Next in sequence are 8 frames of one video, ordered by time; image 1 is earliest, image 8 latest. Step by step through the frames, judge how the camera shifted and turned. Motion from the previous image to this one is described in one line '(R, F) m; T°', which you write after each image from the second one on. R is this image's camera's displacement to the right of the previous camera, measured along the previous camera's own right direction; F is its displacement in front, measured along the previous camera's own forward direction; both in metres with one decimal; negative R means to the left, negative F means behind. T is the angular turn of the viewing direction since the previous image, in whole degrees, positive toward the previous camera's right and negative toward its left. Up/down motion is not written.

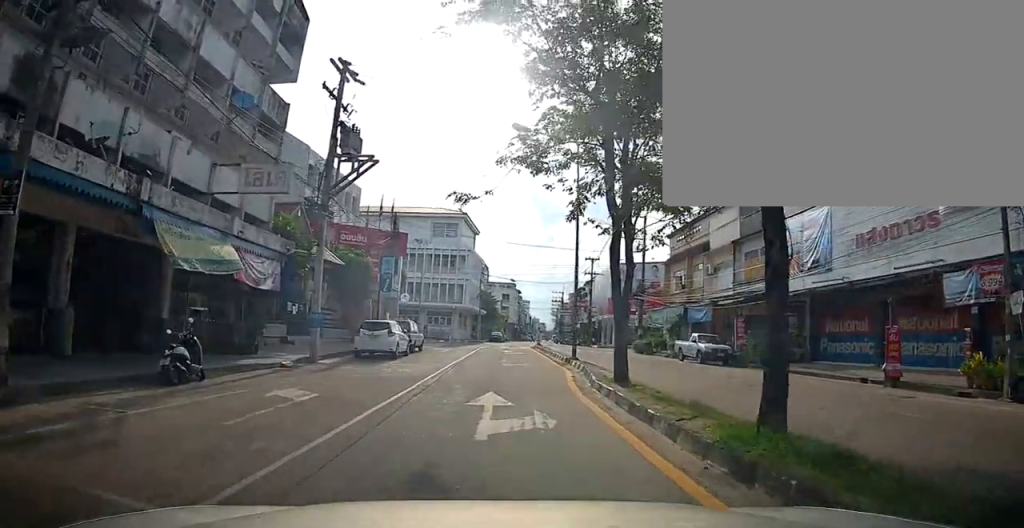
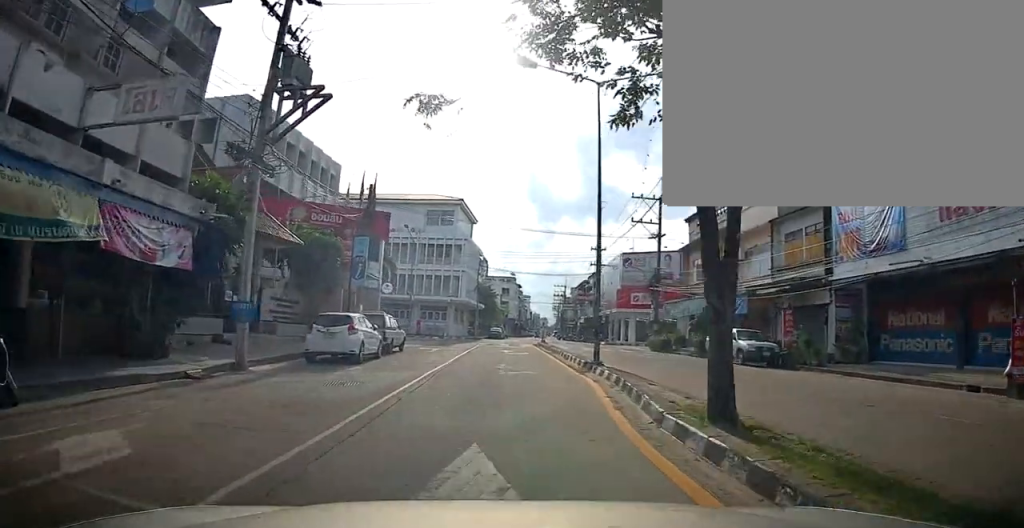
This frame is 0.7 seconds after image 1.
(0.0, +5.5) m; +1°
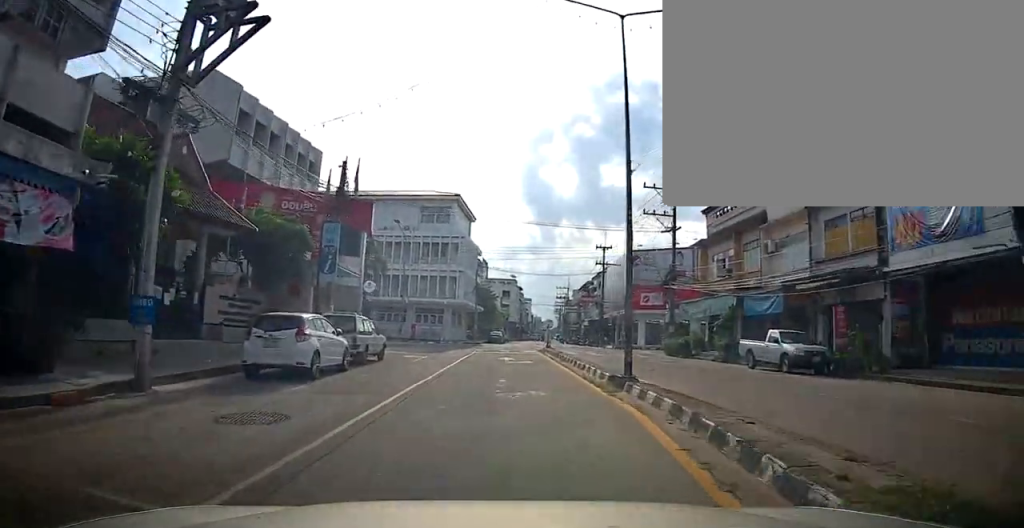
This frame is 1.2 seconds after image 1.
(+0.1, +4.1) m; 0°
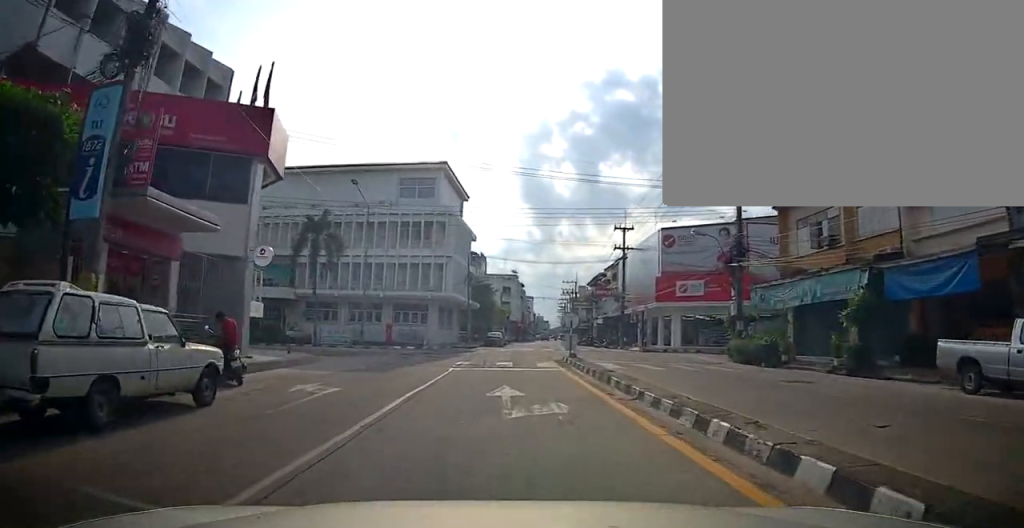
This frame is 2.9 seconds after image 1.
(-0.1, +11.9) m; -1°
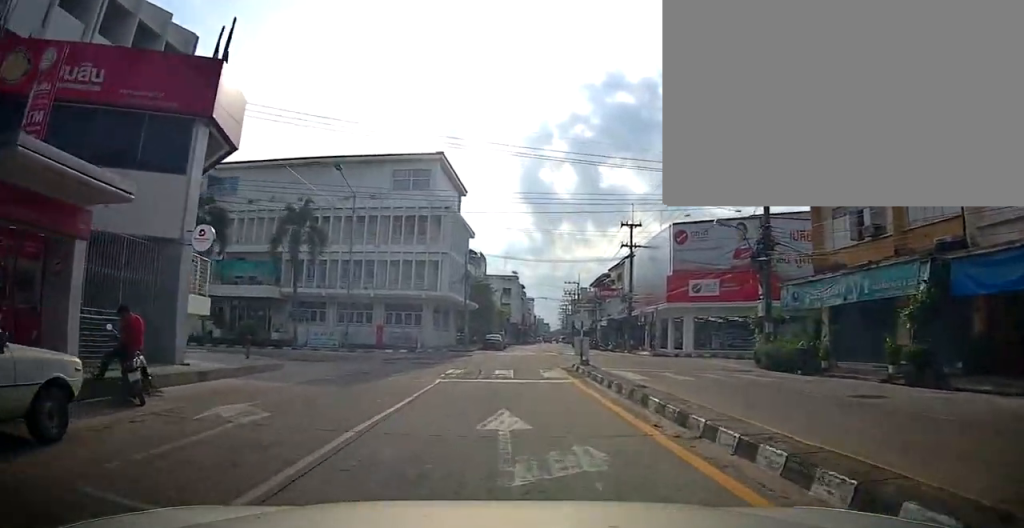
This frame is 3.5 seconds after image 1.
(0.0, +3.1) m; 0°
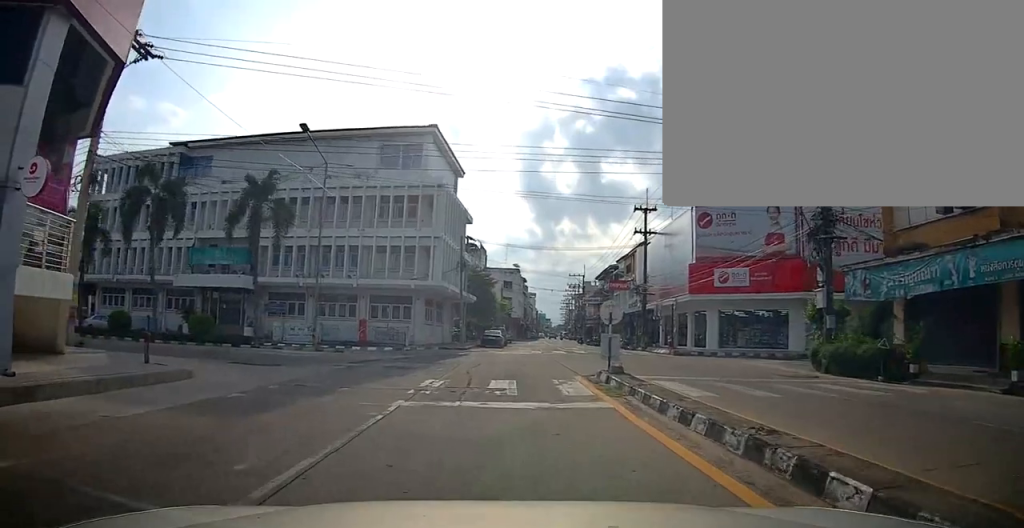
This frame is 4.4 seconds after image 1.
(+0.1, +4.7) m; +2°
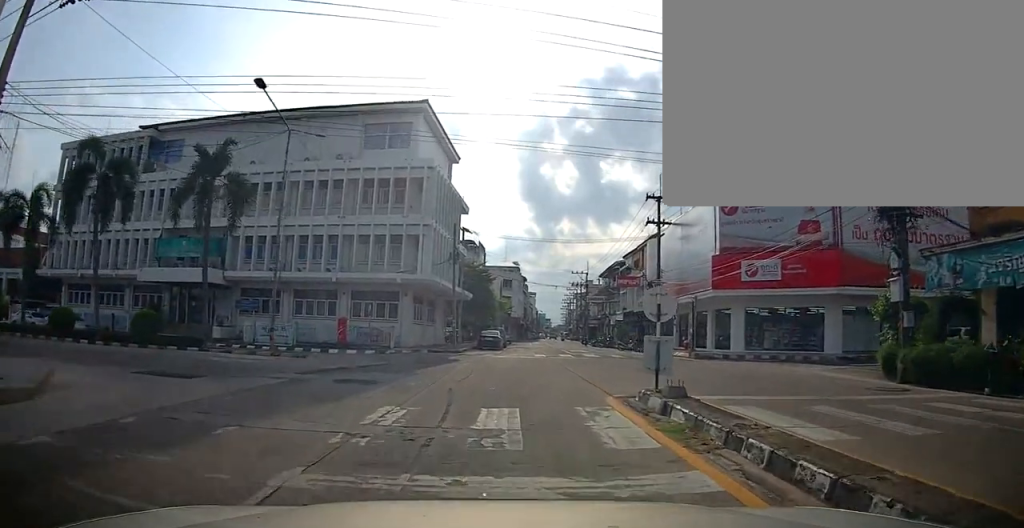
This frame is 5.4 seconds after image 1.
(+0.1, +4.2) m; 0°
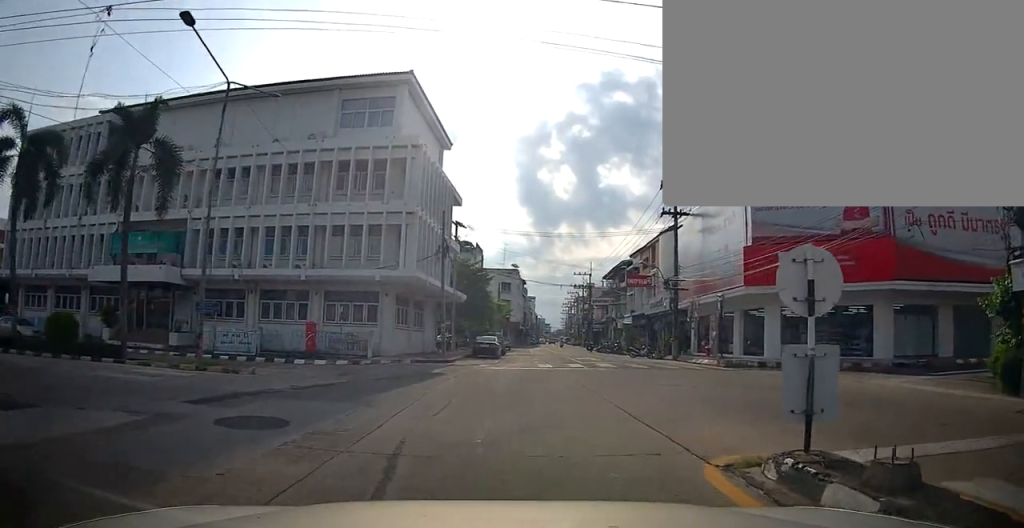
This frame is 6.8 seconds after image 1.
(-0.1, +4.6) m; -2°
